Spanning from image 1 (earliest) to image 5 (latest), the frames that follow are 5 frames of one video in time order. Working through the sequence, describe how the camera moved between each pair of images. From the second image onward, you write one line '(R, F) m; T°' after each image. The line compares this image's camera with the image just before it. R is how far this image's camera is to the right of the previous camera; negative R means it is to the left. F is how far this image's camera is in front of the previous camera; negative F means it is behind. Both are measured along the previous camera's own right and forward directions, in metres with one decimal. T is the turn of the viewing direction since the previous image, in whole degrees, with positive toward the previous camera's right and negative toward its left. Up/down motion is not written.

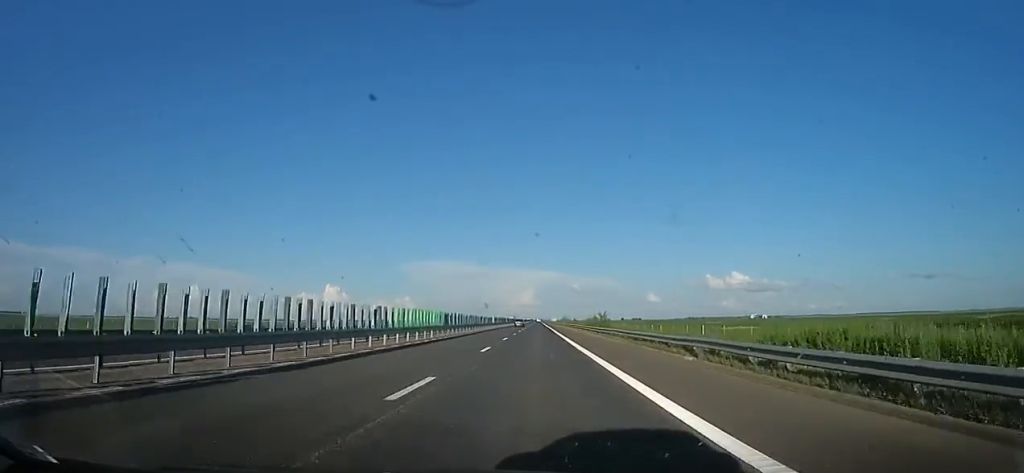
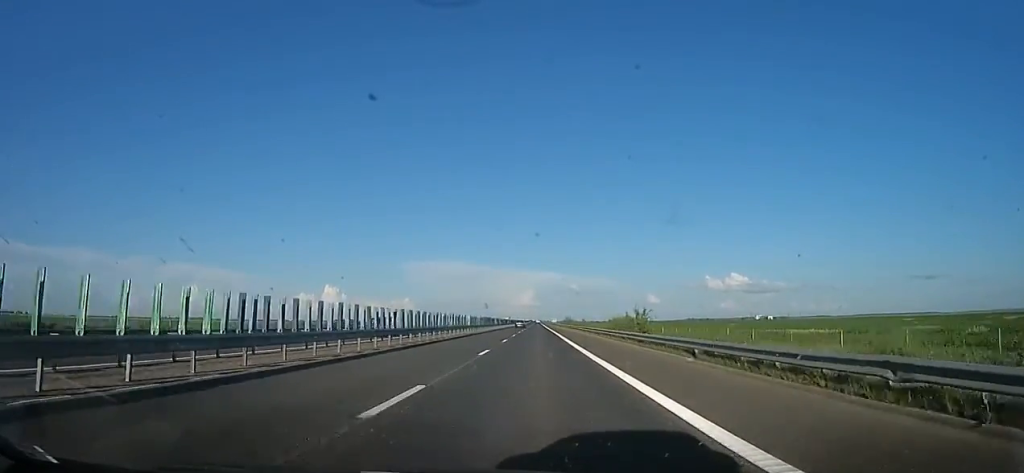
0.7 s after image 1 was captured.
(+1.0, +25.3) m; +2°
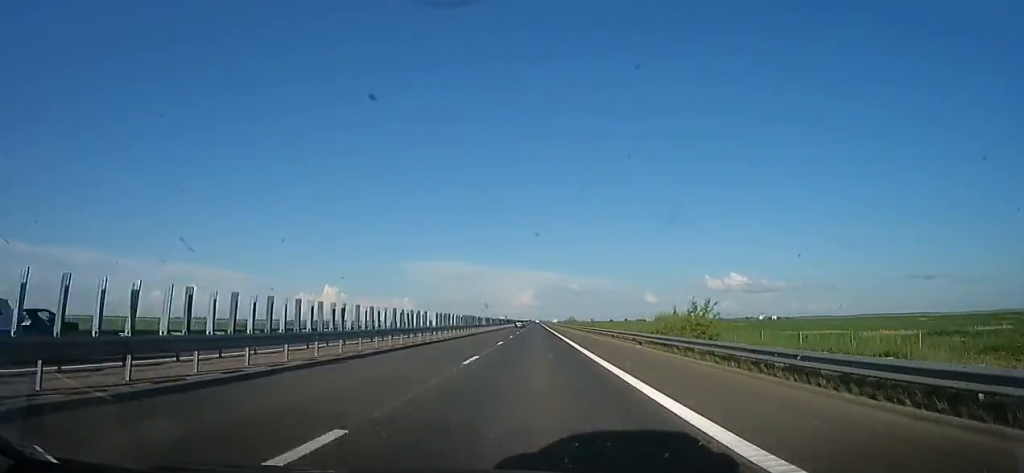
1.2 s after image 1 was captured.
(+0.2, +15.9) m; +1°
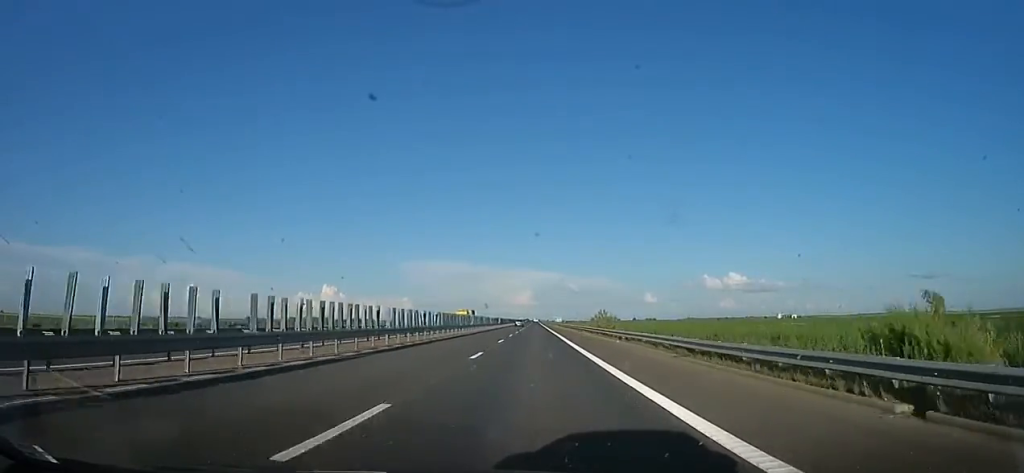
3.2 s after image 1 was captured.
(-2.6, +69.8) m; -2°
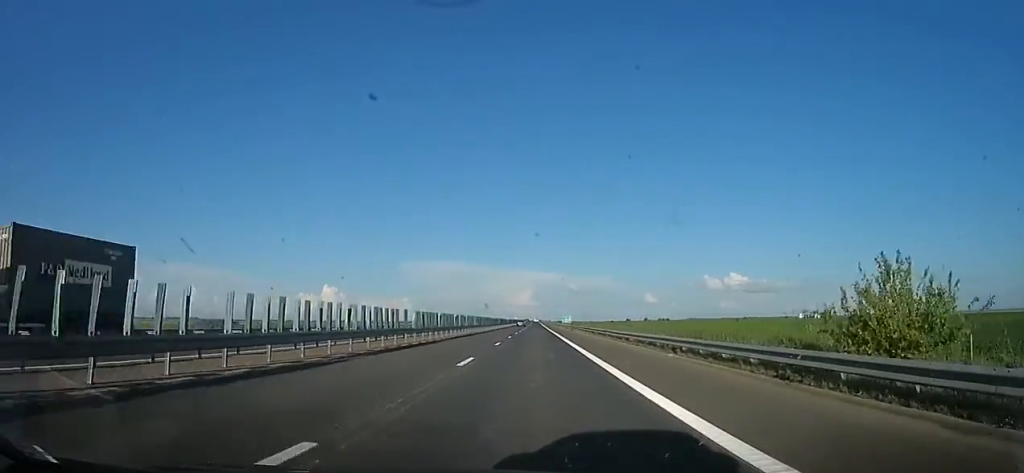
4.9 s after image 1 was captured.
(+2.3, +62.6) m; +2°
